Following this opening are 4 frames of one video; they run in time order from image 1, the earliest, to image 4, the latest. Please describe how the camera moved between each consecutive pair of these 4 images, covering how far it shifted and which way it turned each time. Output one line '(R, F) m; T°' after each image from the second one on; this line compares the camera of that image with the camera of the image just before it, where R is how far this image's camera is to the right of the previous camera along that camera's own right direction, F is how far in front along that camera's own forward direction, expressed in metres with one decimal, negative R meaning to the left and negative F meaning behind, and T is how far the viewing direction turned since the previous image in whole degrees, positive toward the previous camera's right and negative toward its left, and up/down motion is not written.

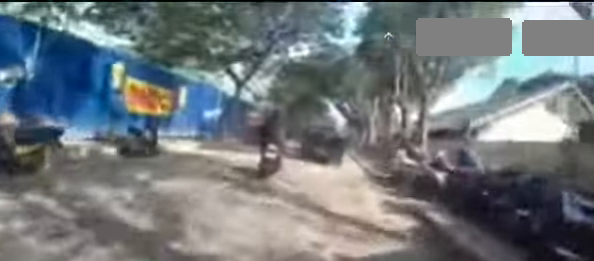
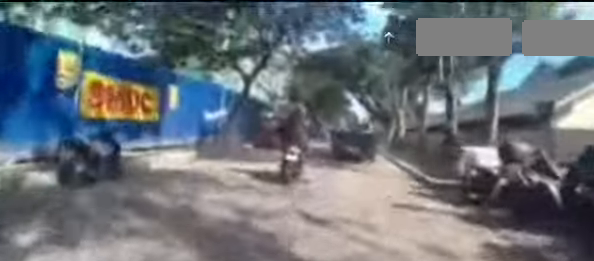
(+0.2, +2.6) m; +2°
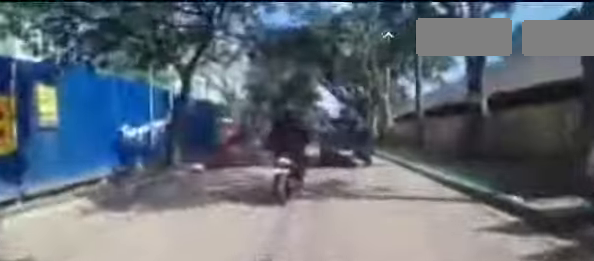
(+0.1, +3.7) m; +2°
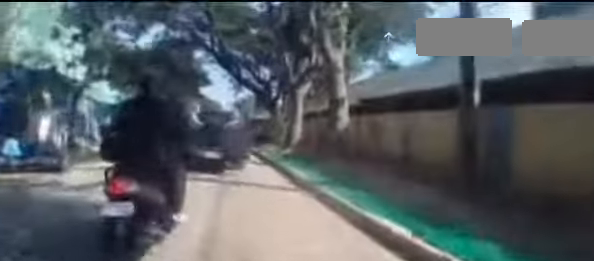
(-0.3, +10.2) m; -7°
